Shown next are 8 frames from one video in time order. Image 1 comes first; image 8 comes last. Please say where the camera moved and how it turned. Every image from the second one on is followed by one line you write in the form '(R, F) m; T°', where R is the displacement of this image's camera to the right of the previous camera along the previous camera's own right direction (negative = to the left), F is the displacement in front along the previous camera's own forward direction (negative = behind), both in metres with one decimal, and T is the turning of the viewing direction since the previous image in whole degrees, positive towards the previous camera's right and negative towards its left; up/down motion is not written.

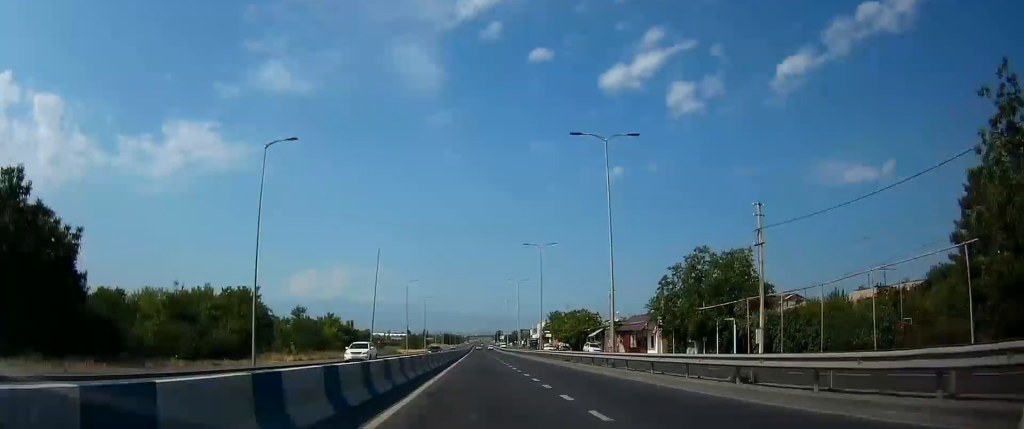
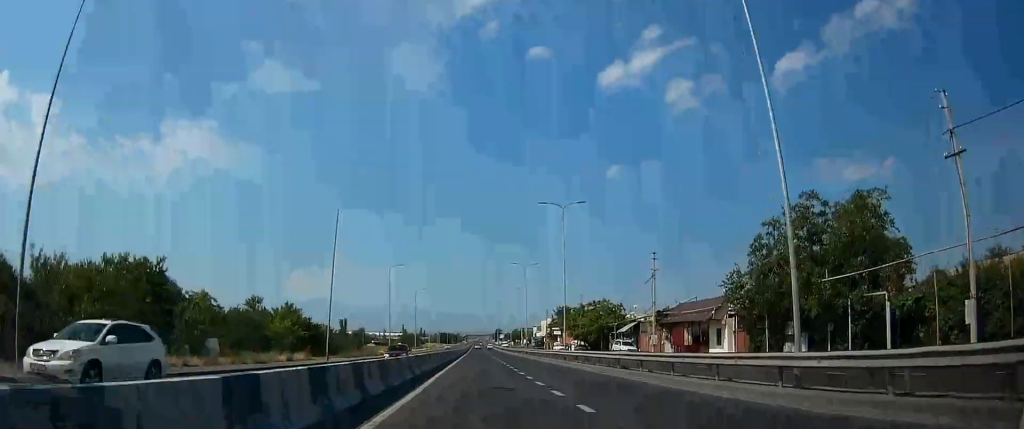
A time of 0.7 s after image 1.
(+0.2, +18.9) m; +1°
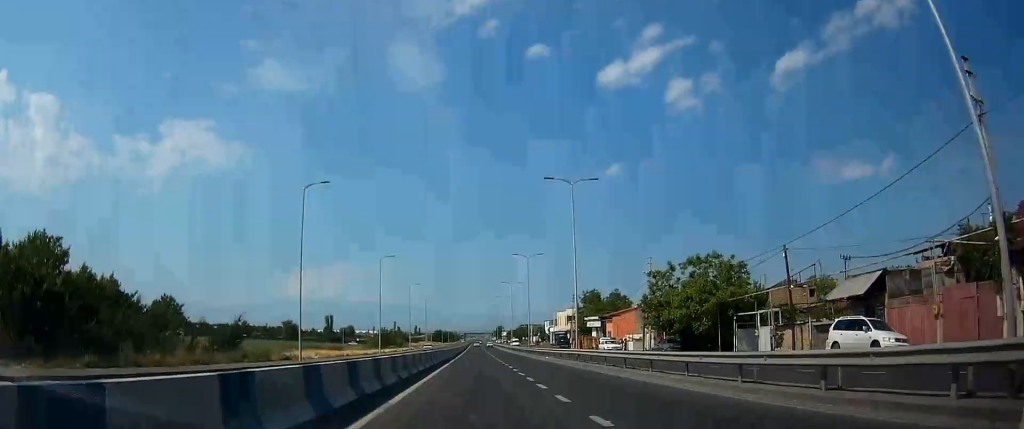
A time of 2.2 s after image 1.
(+0.4, +42.3) m; 0°
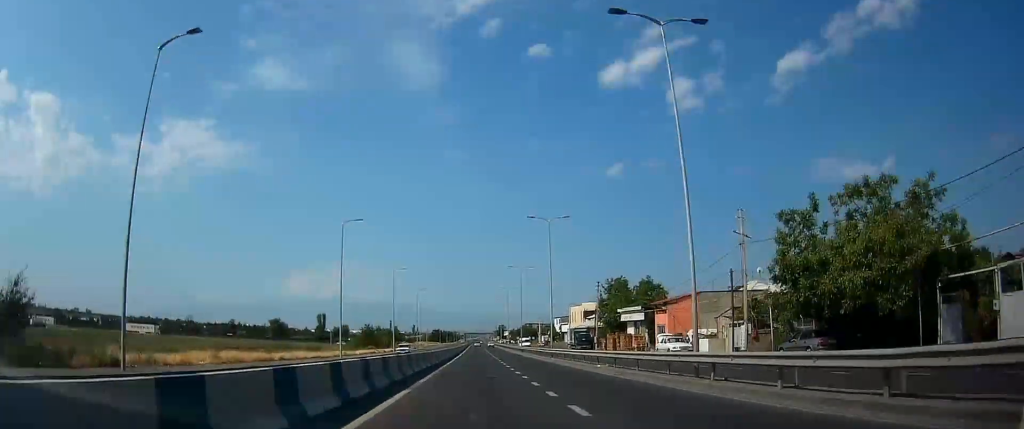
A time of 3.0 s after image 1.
(-0.2, +22.4) m; -1°
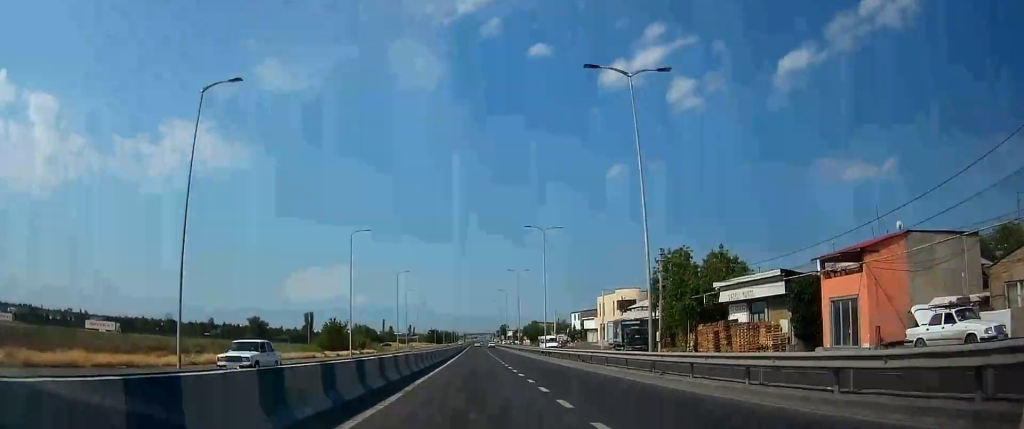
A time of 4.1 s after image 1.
(+0.1, +30.4) m; +1°
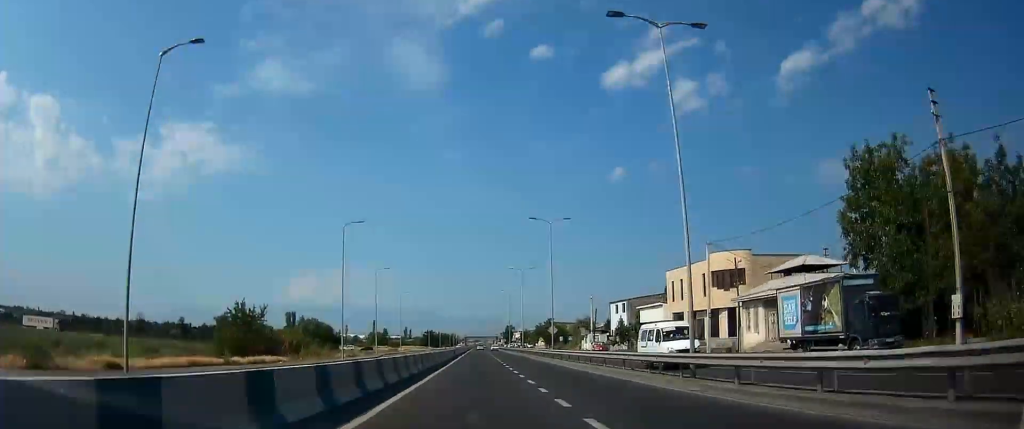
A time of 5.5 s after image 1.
(+0.1, +39.4) m; -1°
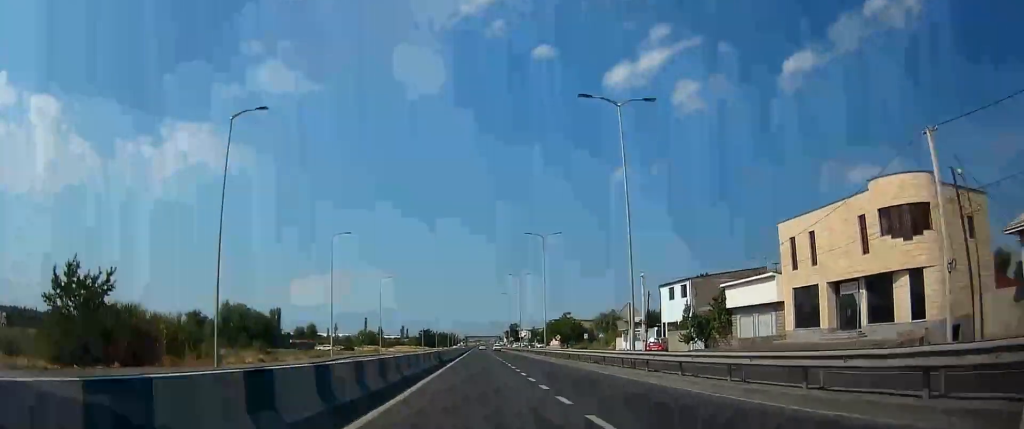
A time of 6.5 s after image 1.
(-0.3, +27.4) m; -1°
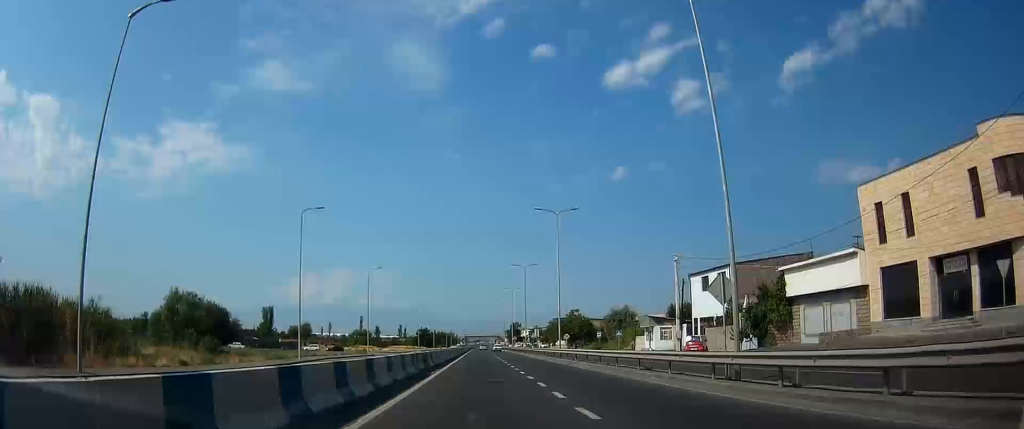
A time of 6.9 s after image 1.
(-0.1, +11.0) m; 0°
